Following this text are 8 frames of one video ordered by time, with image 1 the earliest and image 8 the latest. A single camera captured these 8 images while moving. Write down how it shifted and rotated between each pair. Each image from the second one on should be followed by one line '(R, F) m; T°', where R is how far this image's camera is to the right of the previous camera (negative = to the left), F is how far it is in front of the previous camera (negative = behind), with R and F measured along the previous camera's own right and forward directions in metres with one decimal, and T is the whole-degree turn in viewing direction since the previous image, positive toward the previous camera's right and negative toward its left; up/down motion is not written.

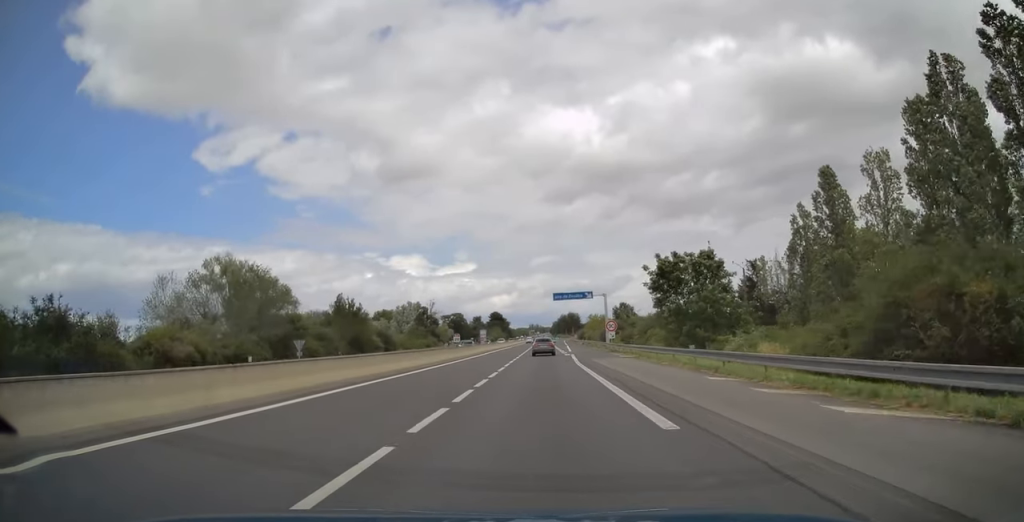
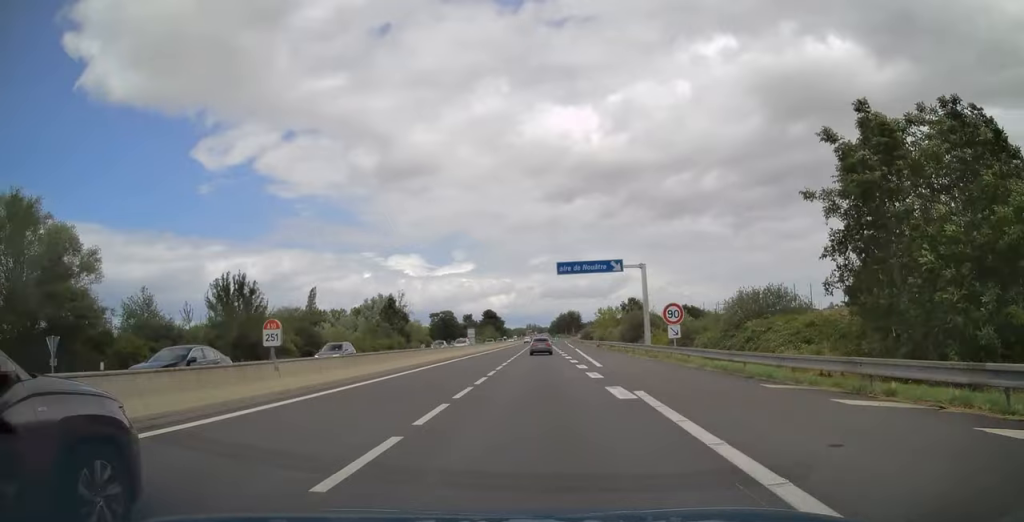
(0.0, +33.5) m; 0°
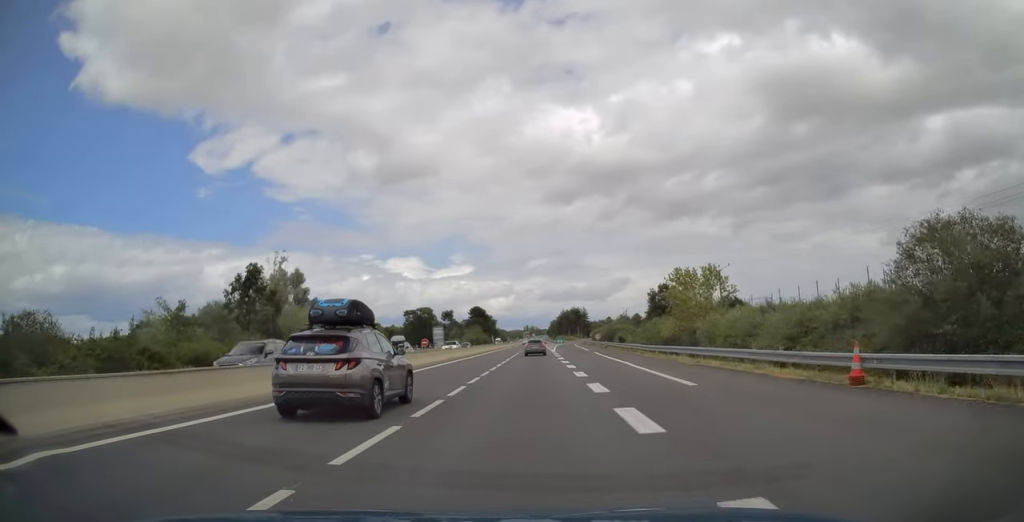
(+0.3, +63.2) m; 0°
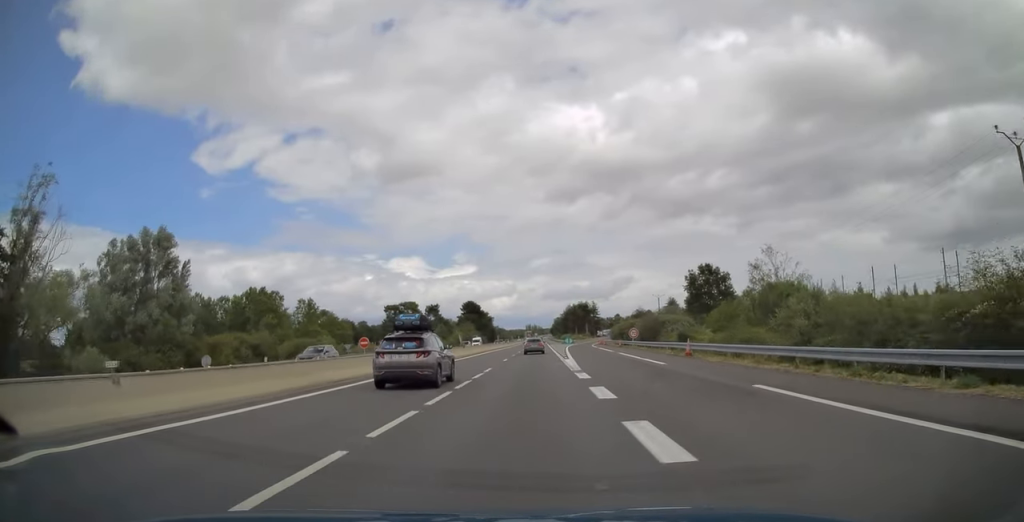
(-0.1, +41.1) m; 0°
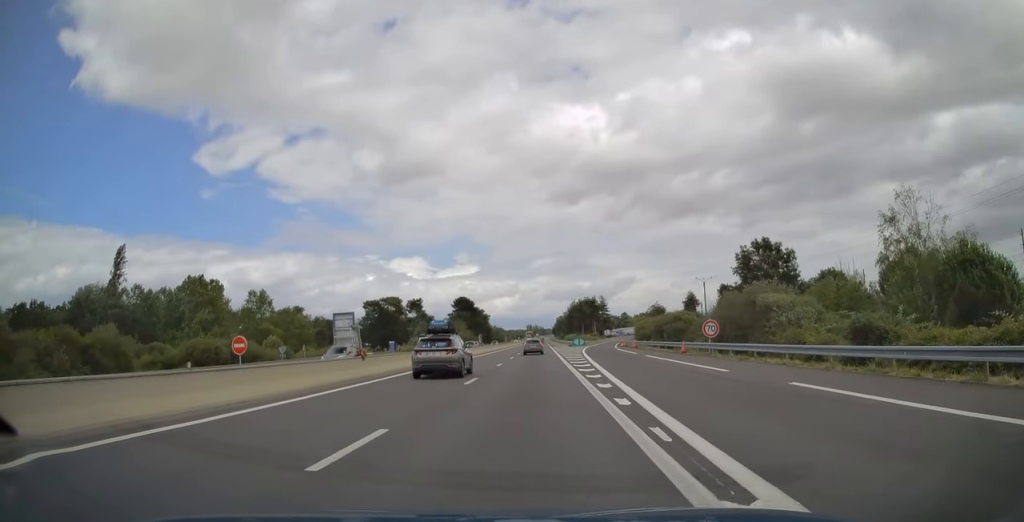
(0.0, +32.5) m; 0°
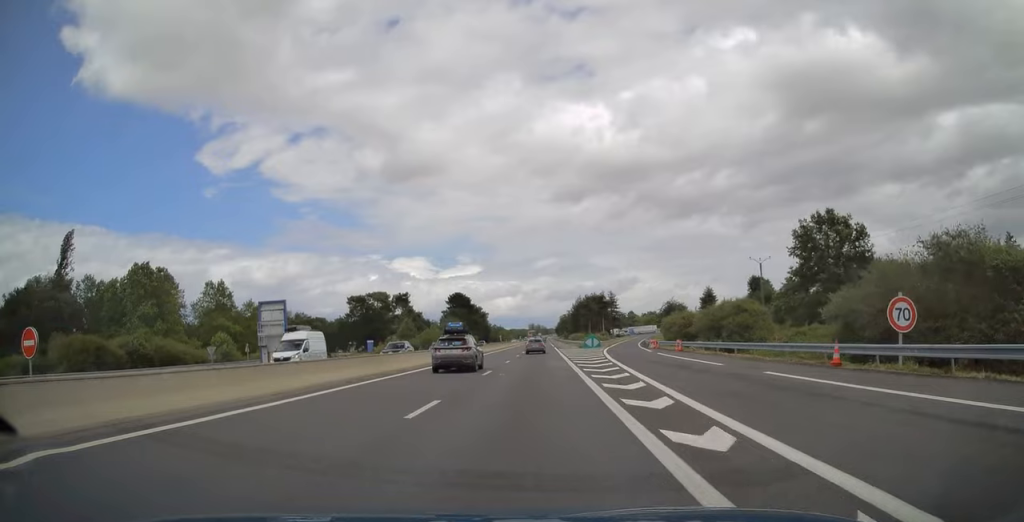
(0.0, +21.6) m; 0°
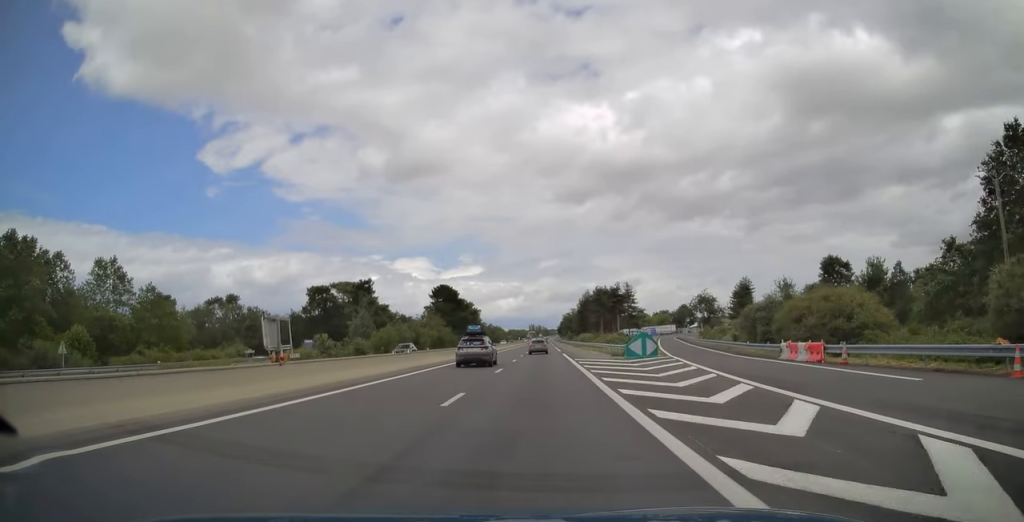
(-0.1, +36.7) m; 0°
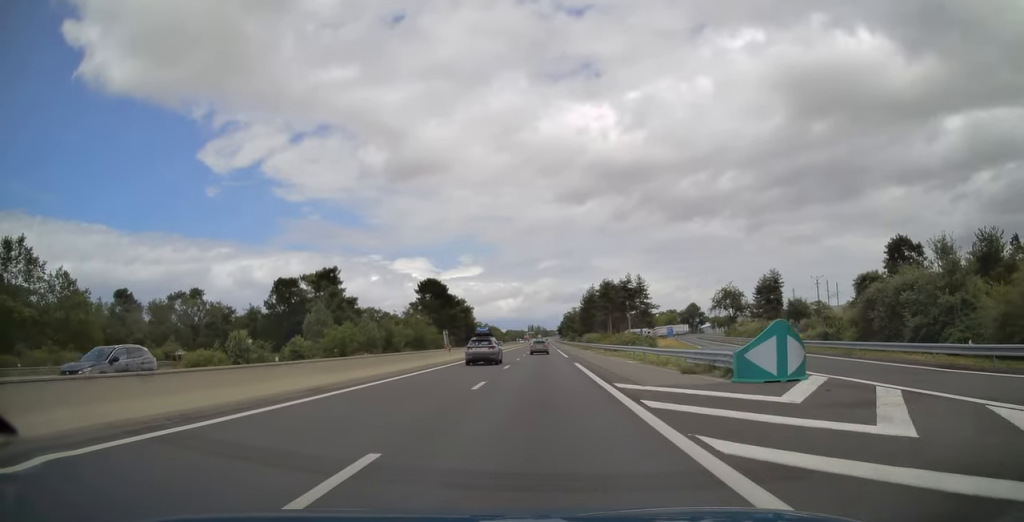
(0.0, +21.6) m; 0°
